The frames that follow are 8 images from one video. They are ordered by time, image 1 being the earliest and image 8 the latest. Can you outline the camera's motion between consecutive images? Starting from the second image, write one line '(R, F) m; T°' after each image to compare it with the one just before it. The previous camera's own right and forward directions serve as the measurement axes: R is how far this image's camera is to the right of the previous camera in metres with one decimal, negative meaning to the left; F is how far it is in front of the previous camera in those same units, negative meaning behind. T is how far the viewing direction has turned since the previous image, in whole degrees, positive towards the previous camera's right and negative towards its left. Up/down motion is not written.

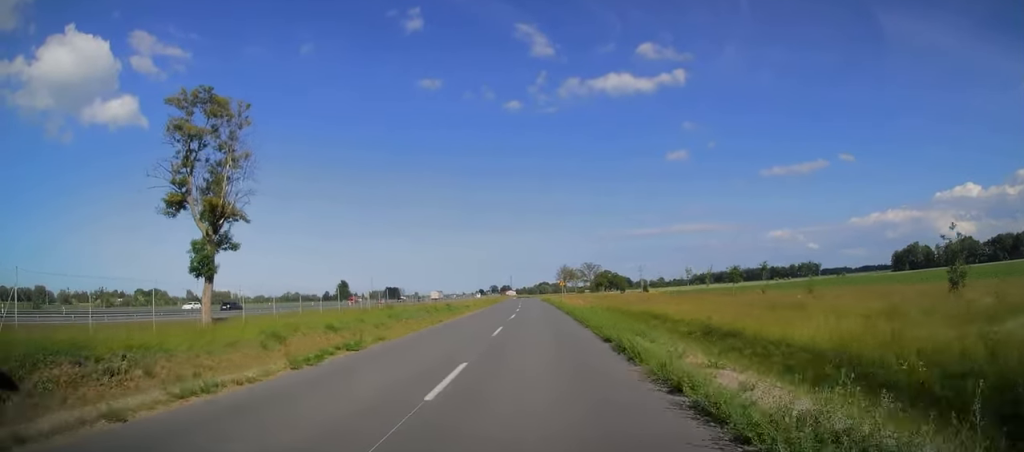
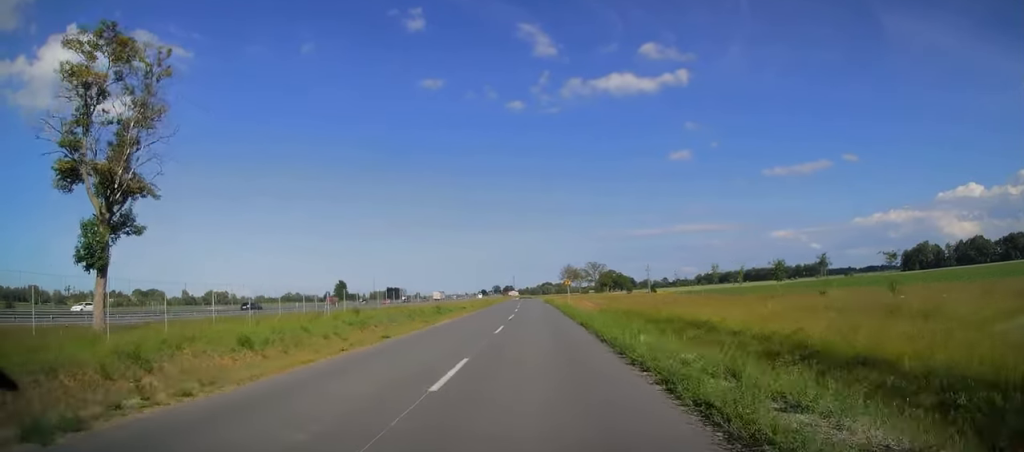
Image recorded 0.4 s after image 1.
(-0.1, +10.9) m; 0°
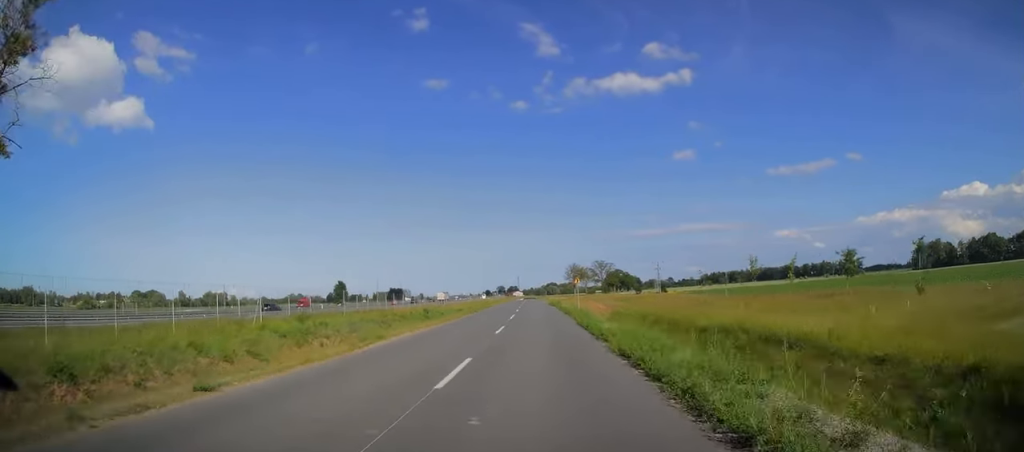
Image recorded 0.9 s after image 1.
(-0.2, +11.3) m; 0°
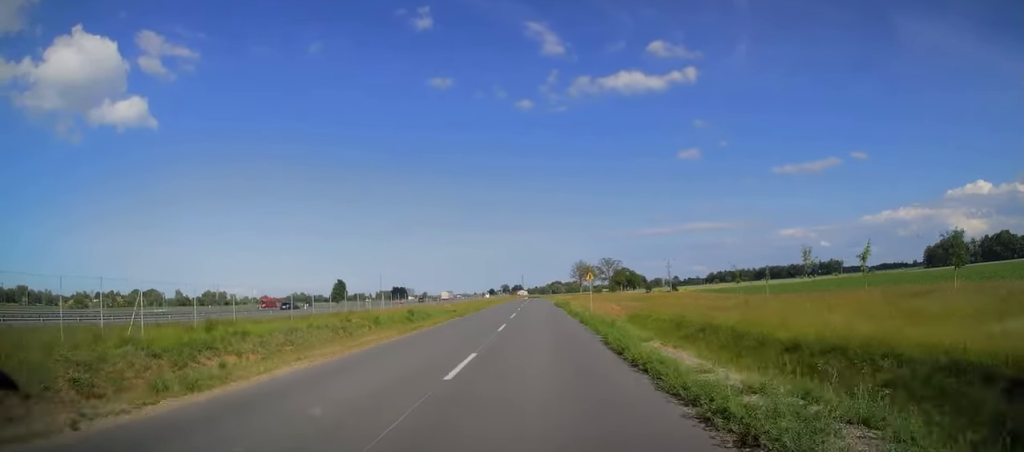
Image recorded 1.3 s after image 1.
(-0.1, +10.9) m; 0°
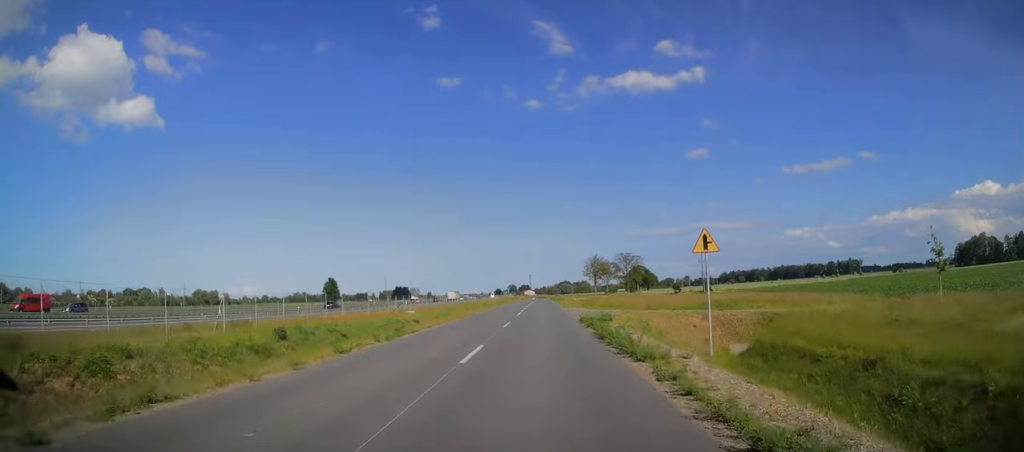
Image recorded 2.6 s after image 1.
(-0.3, +32.7) m; -1°
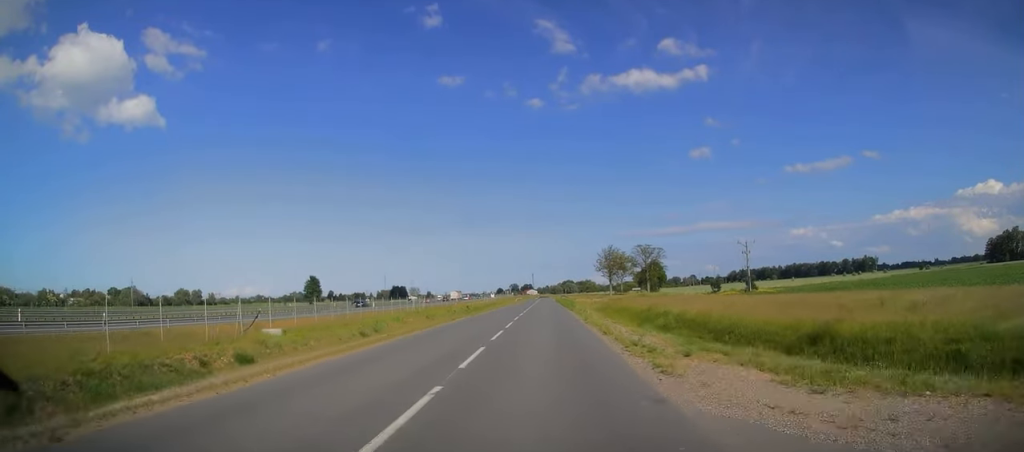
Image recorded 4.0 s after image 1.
(-0.4, +36.1) m; 0°
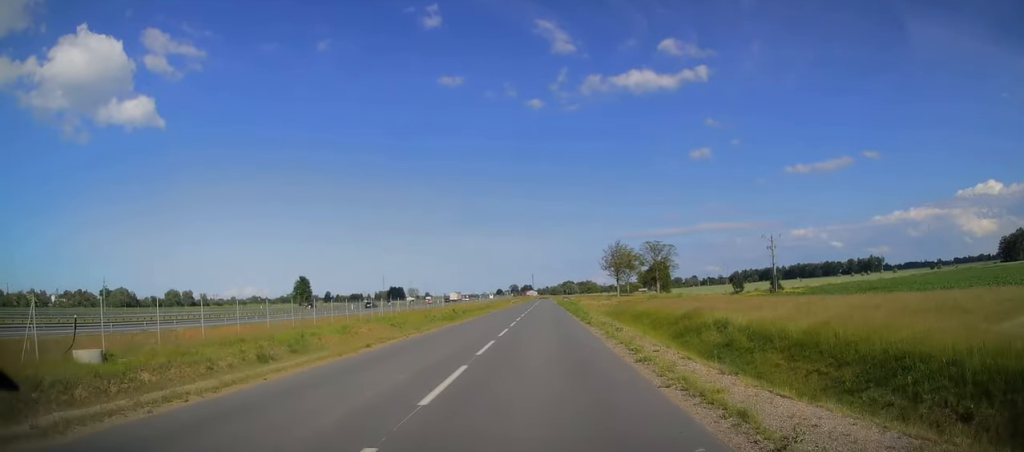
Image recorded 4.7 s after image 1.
(+0.2, +15.5) m; 0°
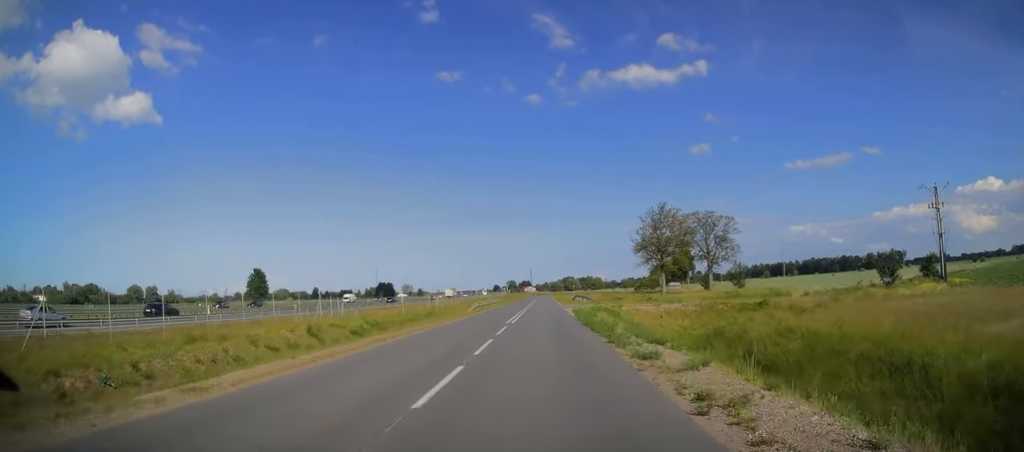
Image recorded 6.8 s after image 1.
(-0.5, +54.5) m; 0°
